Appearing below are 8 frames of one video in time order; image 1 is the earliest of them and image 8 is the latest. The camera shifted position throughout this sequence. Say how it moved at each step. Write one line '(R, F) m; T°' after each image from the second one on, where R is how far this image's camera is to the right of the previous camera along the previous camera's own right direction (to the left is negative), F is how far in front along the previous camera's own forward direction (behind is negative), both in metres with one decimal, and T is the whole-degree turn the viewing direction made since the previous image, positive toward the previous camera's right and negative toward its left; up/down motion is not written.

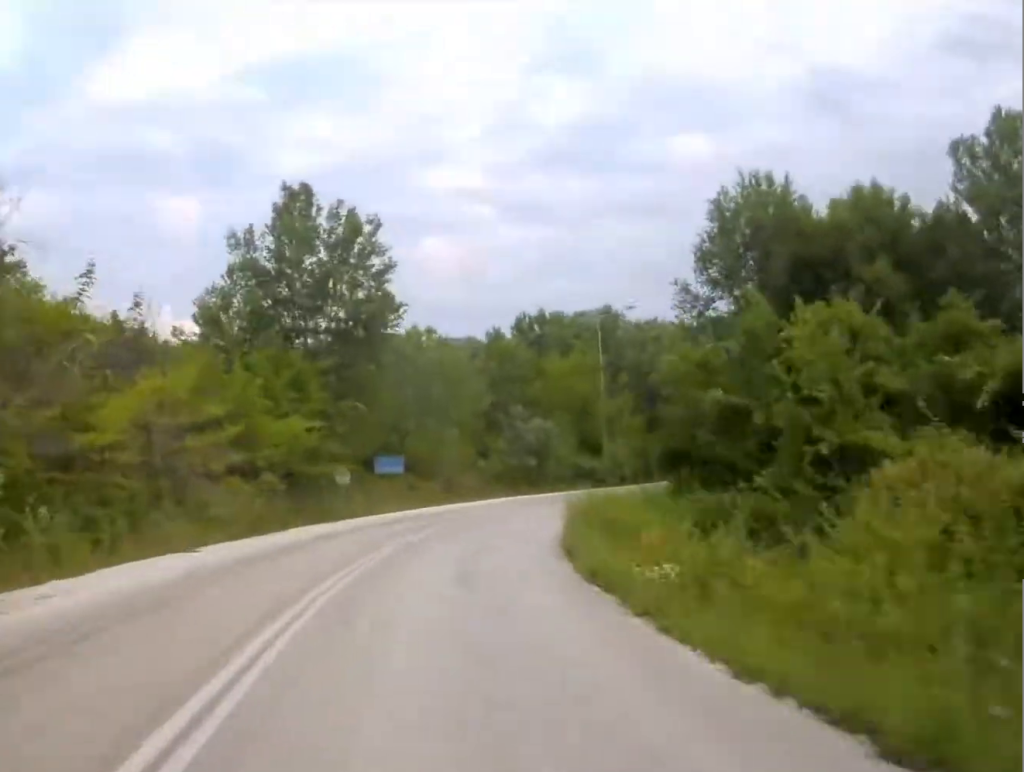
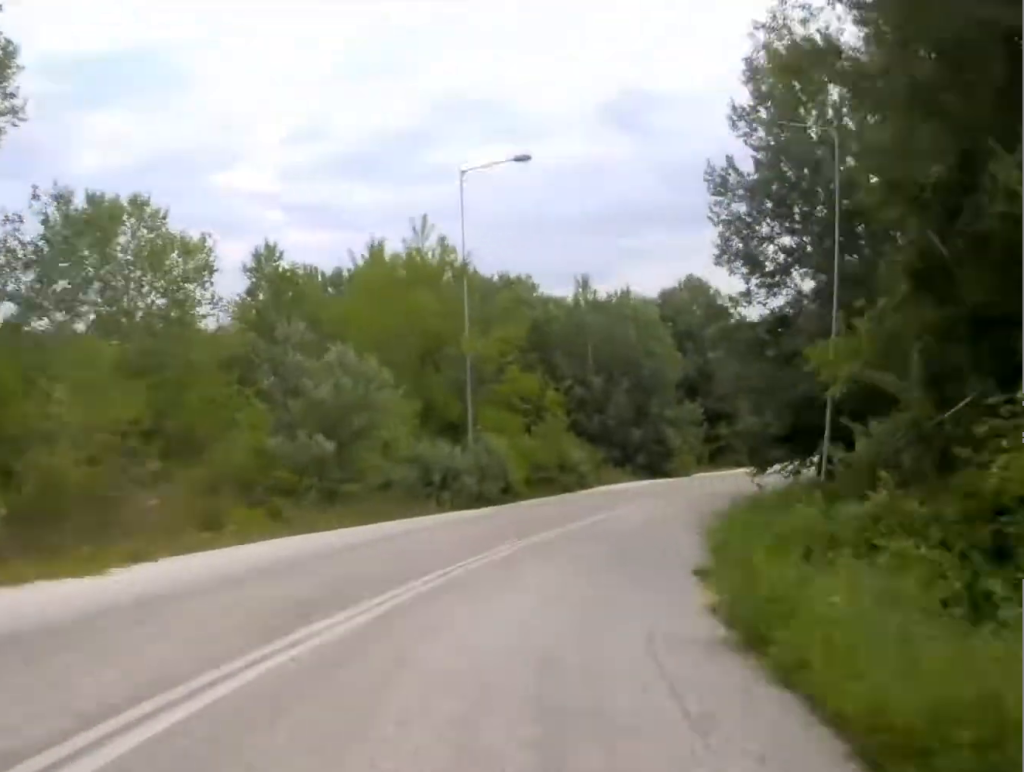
(+3.2, +35.3) m; +14°
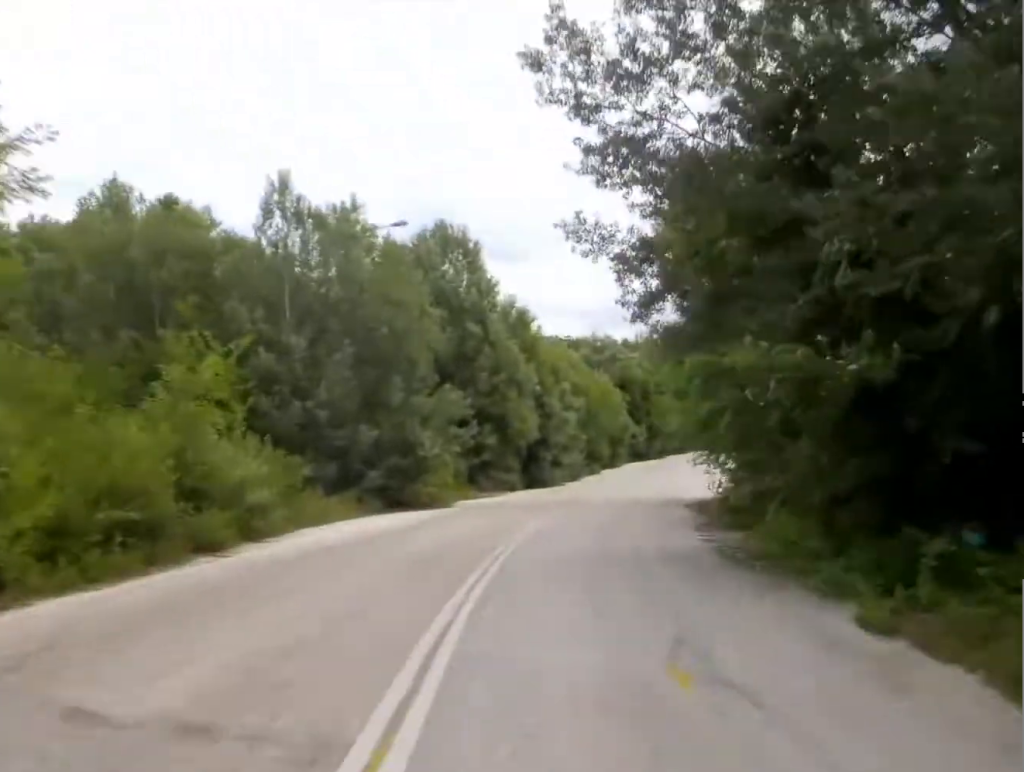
(+3.8, +28.5) m; +13°
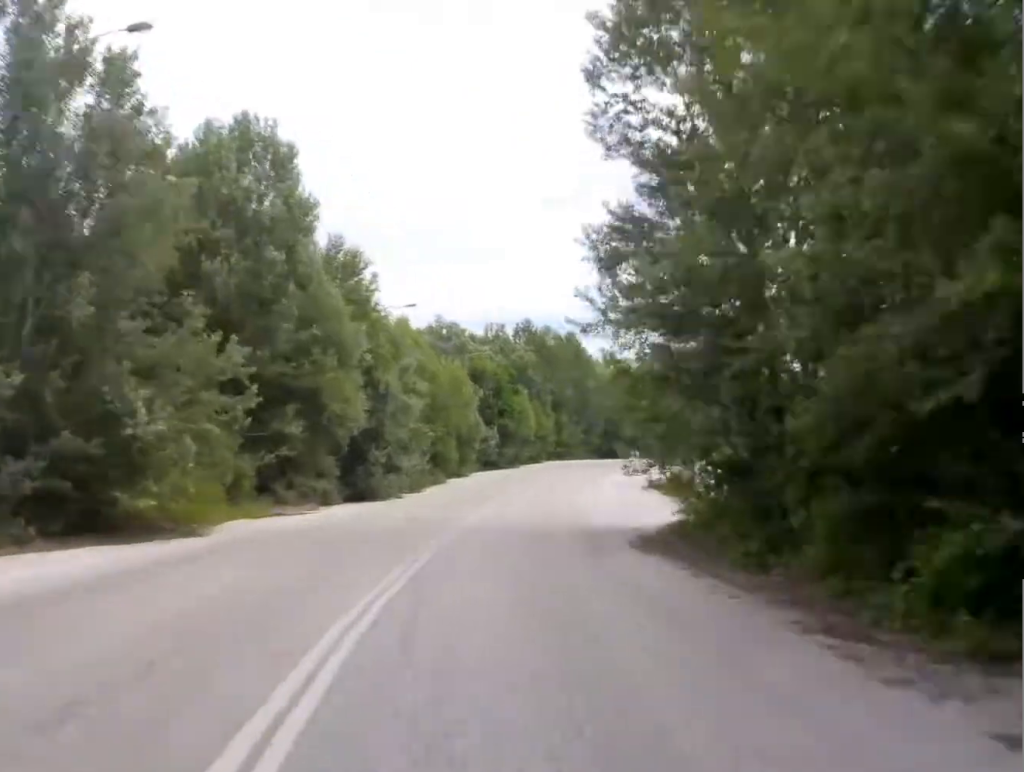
(+1.1, +18.8) m; +8°
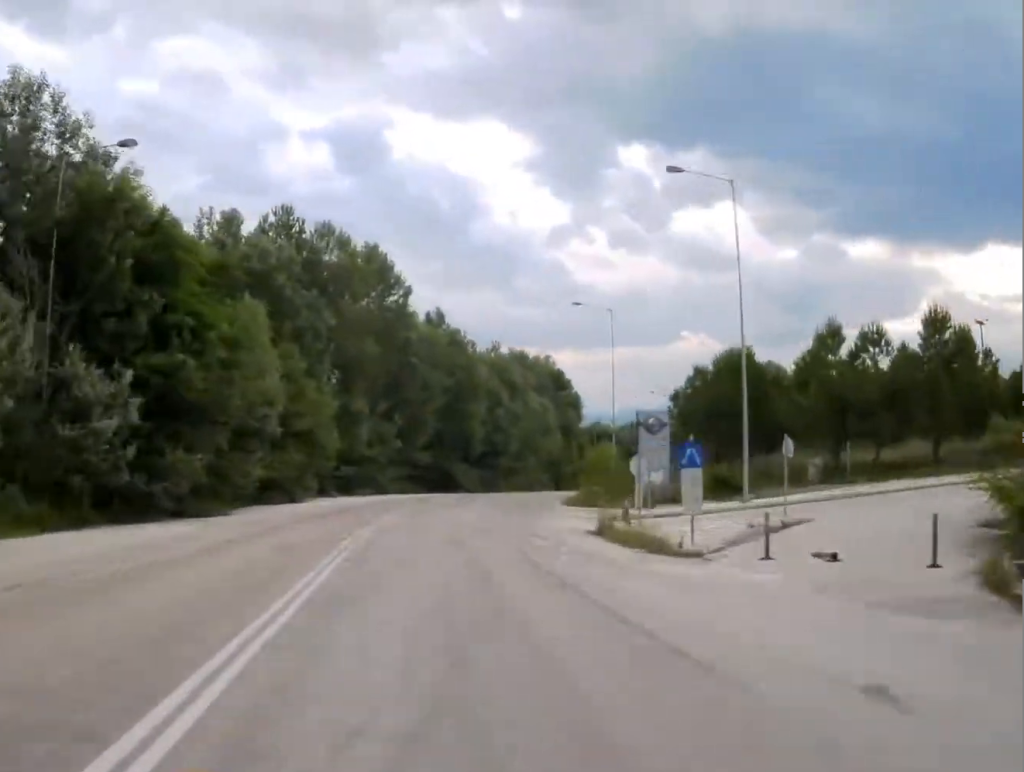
(+10.2, +61.8) m; +18°
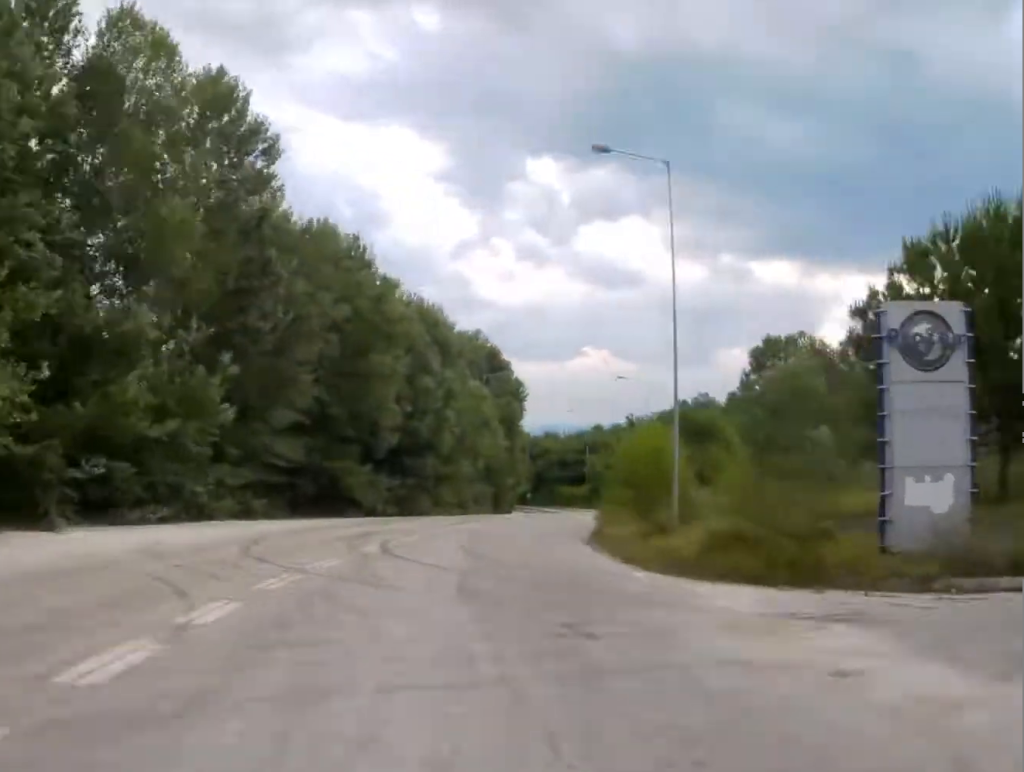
(+2.3, +29.1) m; +9°
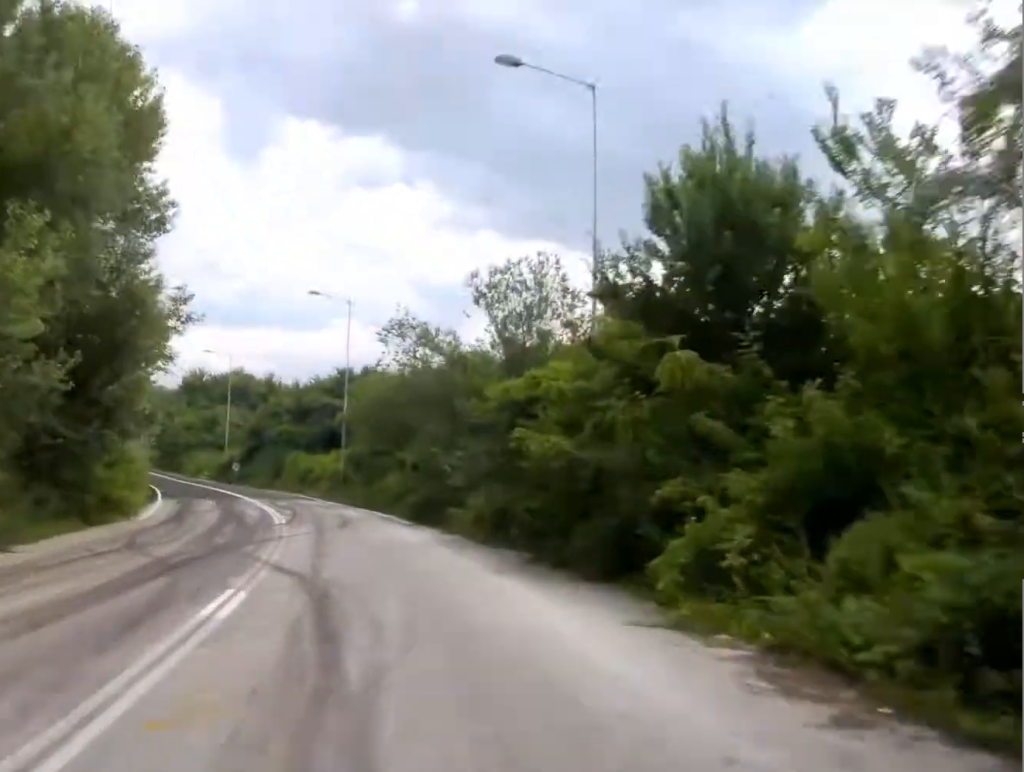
(+7.7, +61.7) m; +7°
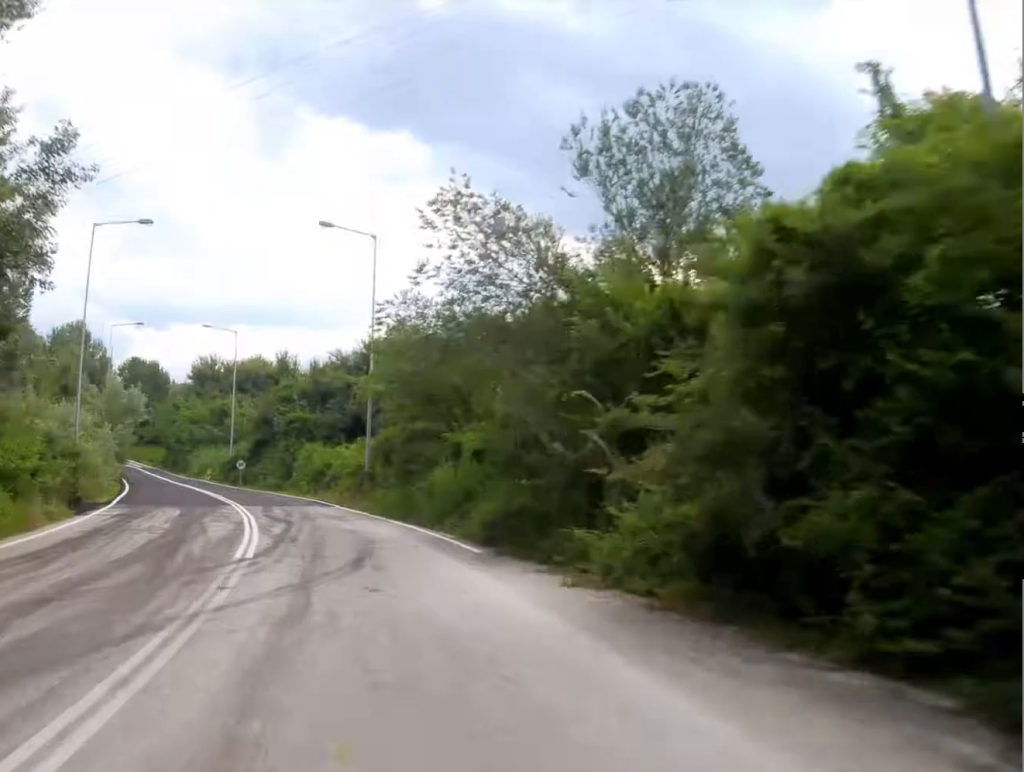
(+0.2, +14.5) m; -1°
